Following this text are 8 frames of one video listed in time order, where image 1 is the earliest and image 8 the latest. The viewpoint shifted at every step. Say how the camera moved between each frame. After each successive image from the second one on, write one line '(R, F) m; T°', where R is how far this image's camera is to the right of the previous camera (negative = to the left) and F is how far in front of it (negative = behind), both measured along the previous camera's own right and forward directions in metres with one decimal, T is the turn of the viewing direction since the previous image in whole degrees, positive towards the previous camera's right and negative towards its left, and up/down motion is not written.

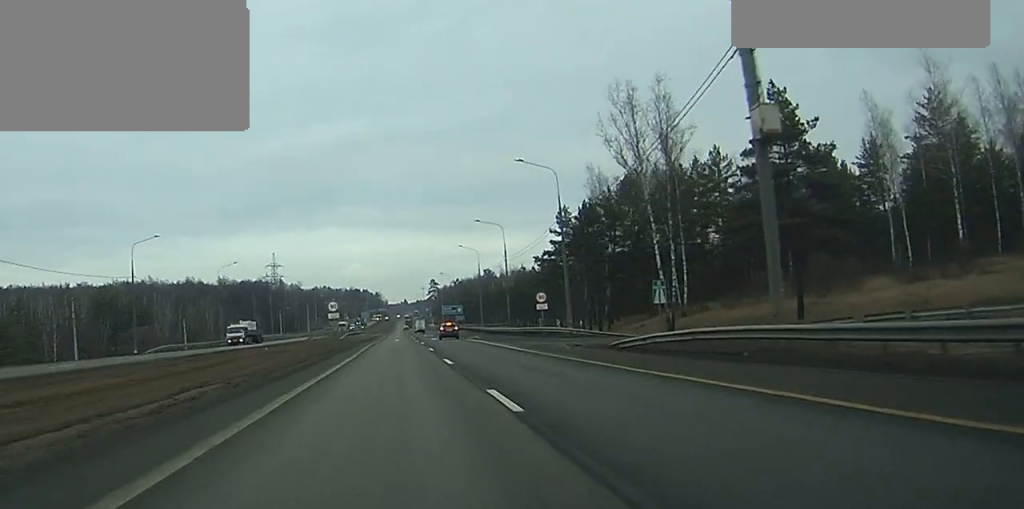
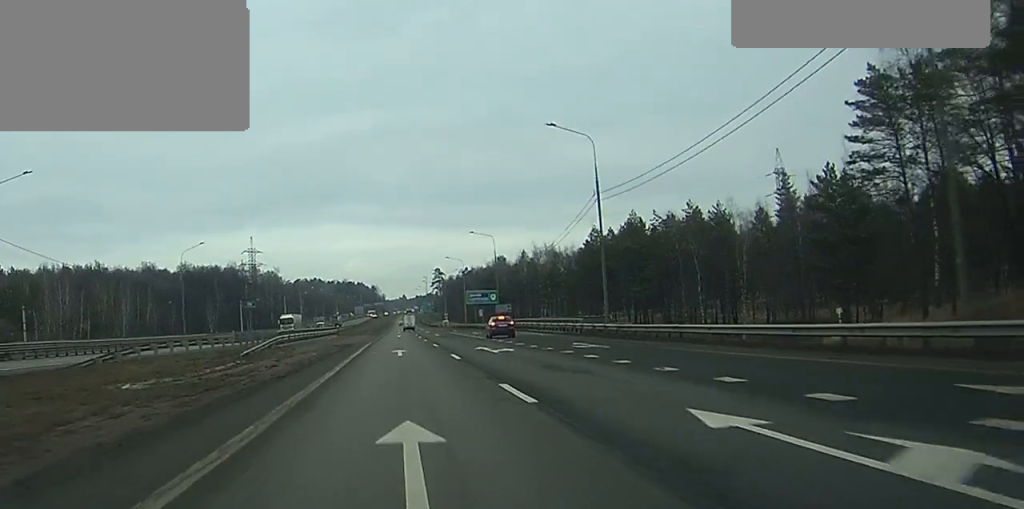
(-0.5, +72.9) m; 0°
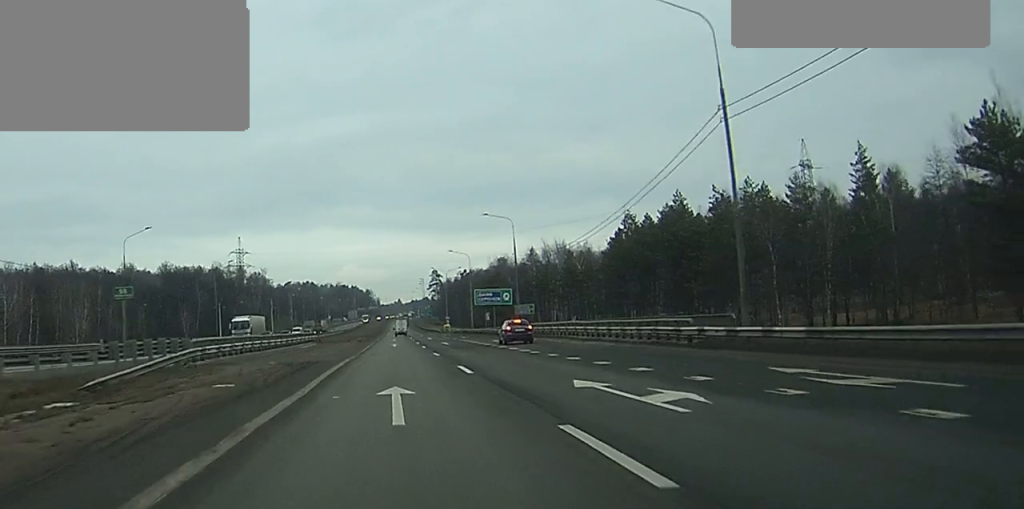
(0.0, +20.7) m; 0°
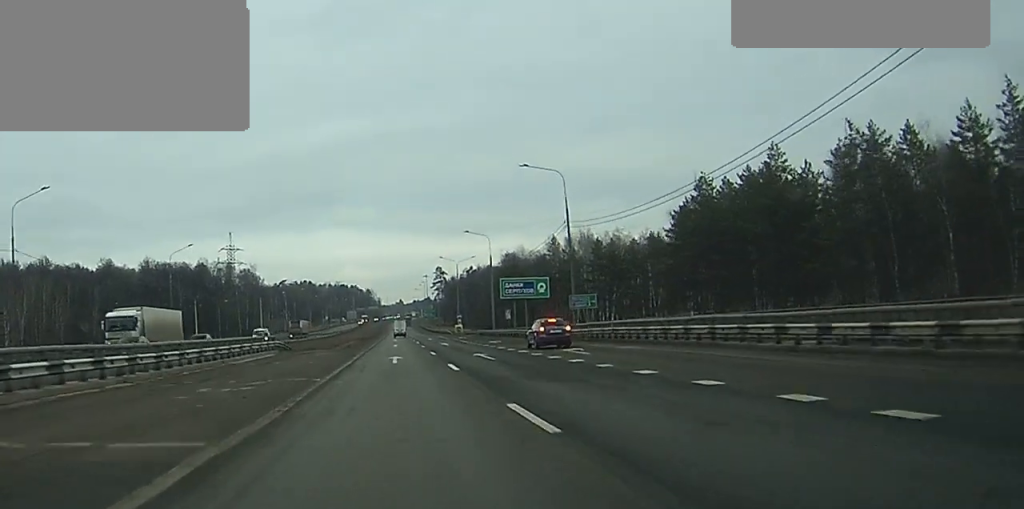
(0.0, +30.4) m; 0°
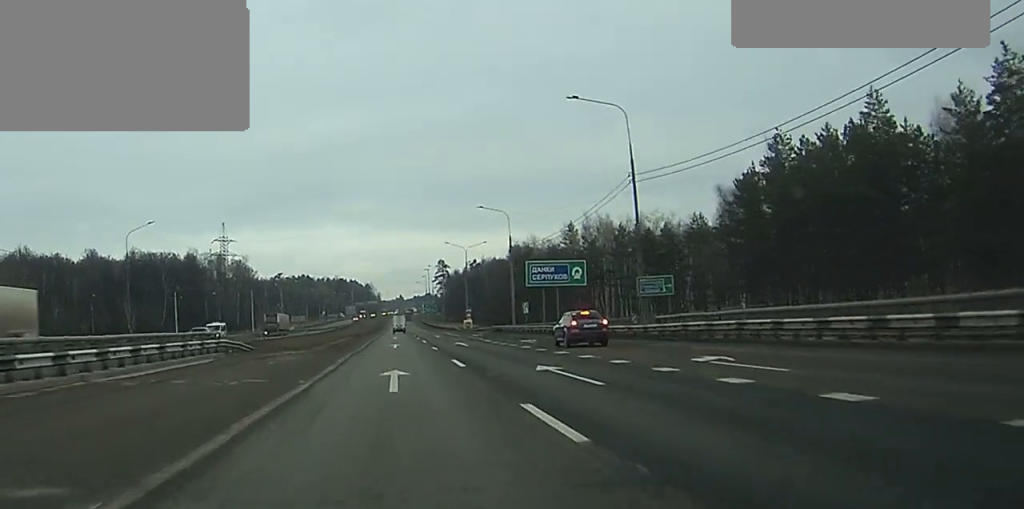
(0.0, +19.8) m; 0°
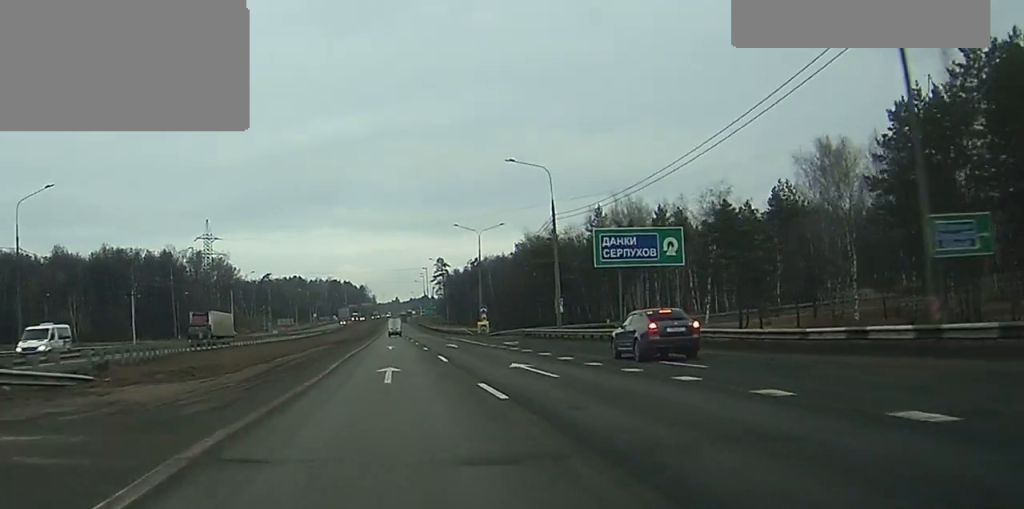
(-0.1, +28.5) m; 0°
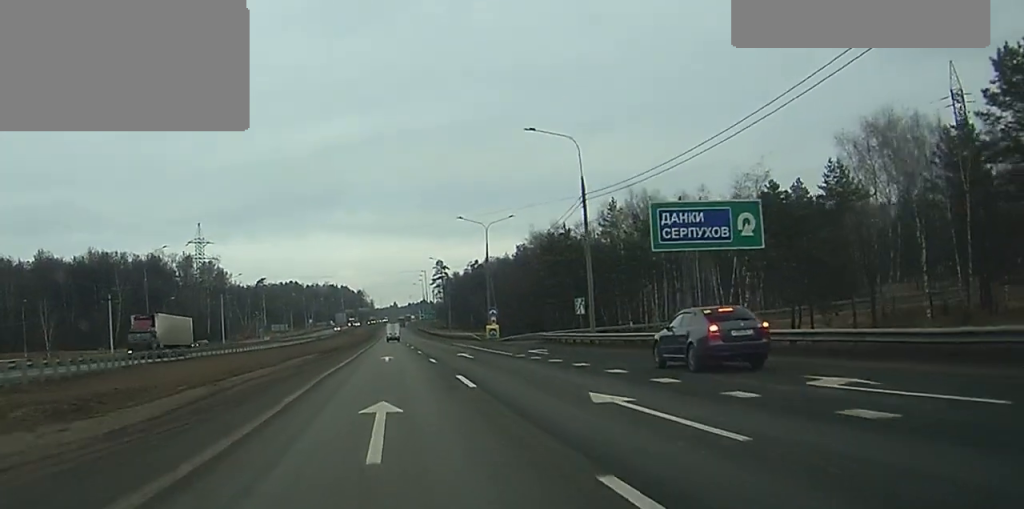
(0.0, +11.6) m; 0°
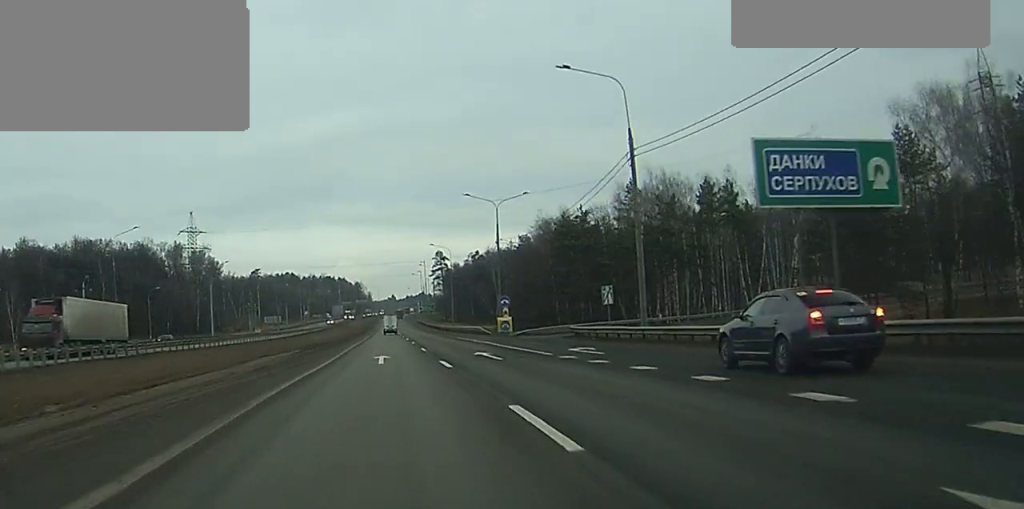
(0.0, +11.4) m; 0°
